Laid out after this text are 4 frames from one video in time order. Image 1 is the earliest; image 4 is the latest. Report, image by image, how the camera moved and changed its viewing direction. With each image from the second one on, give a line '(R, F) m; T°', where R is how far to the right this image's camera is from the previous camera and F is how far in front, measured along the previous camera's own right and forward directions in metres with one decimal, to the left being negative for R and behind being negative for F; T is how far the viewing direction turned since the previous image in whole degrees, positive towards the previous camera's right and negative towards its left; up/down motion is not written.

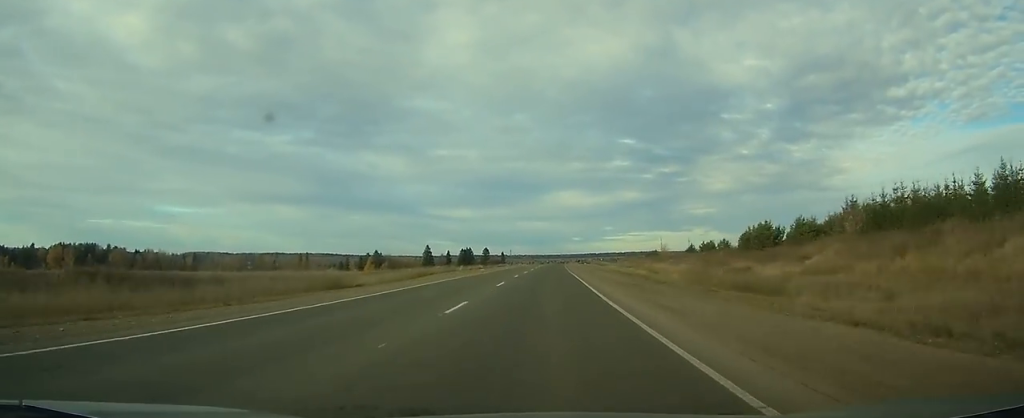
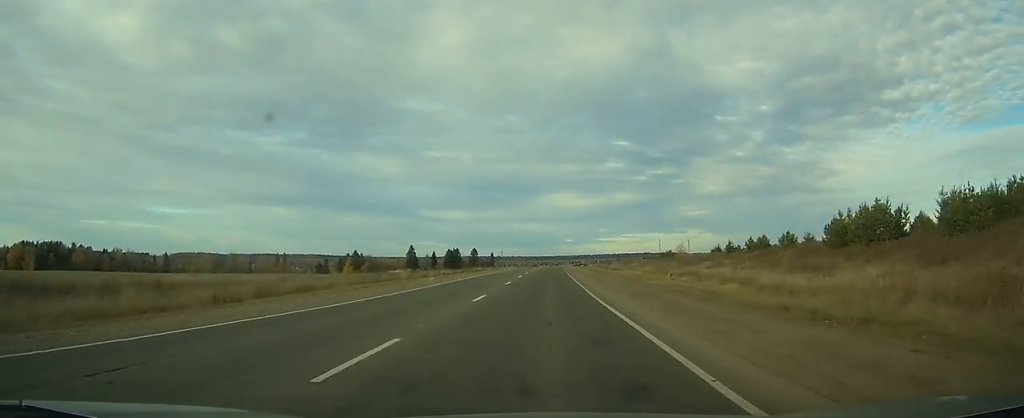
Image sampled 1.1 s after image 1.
(+0.3, +31.7) m; +1°
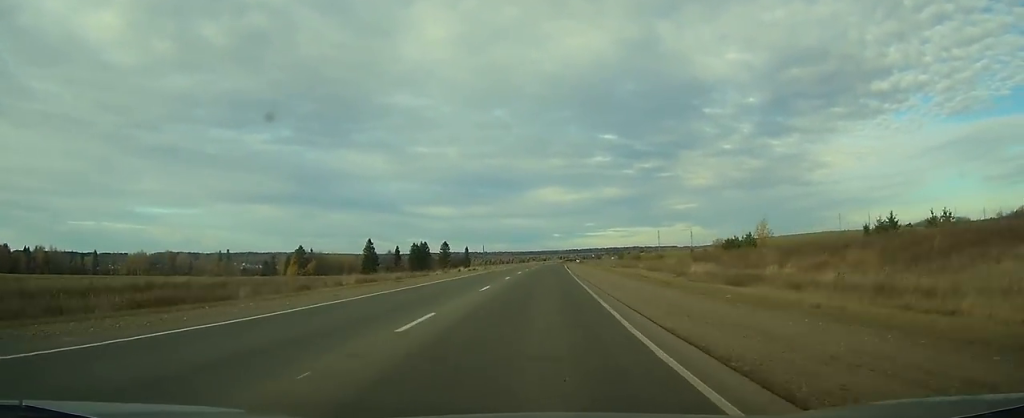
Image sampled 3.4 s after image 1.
(+0.8, +69.2) m; +1°
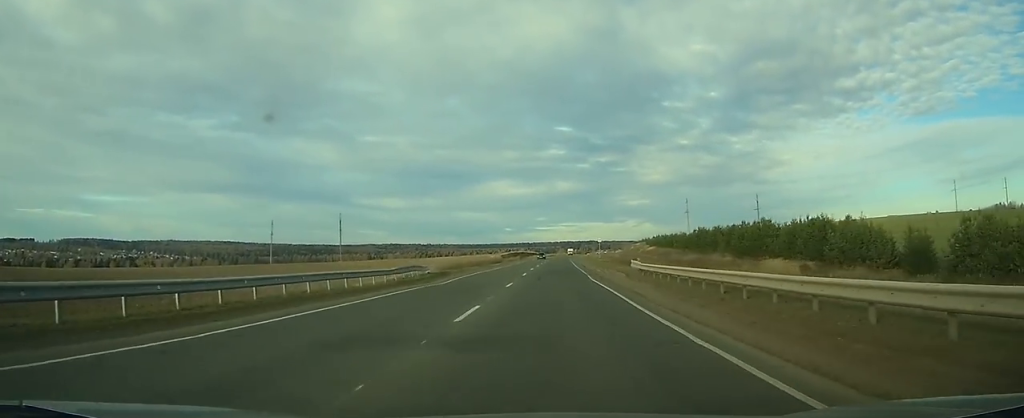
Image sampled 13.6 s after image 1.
(+13.0, +299.7) m; +4°
